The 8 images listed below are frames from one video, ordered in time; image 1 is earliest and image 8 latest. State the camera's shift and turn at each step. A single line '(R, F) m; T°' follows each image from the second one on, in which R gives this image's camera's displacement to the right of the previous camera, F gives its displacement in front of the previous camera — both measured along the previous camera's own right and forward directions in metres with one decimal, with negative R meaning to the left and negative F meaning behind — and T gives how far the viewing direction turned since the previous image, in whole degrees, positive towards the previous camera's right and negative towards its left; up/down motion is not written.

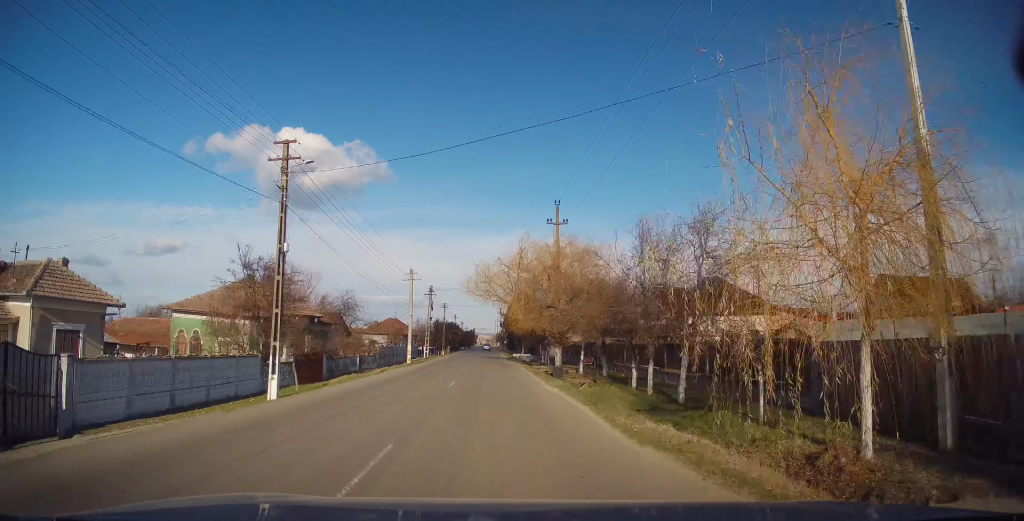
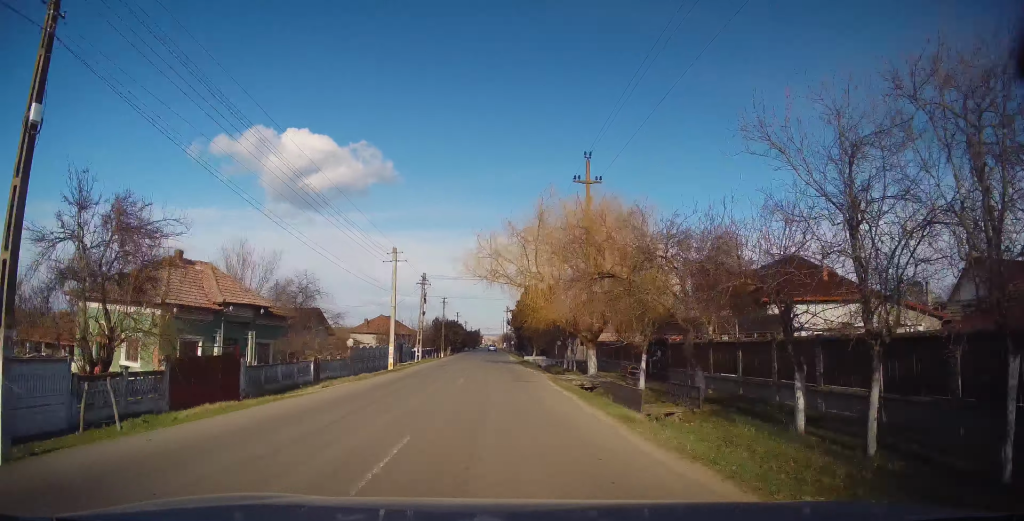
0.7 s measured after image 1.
(0.0, +10.6) m; 0°
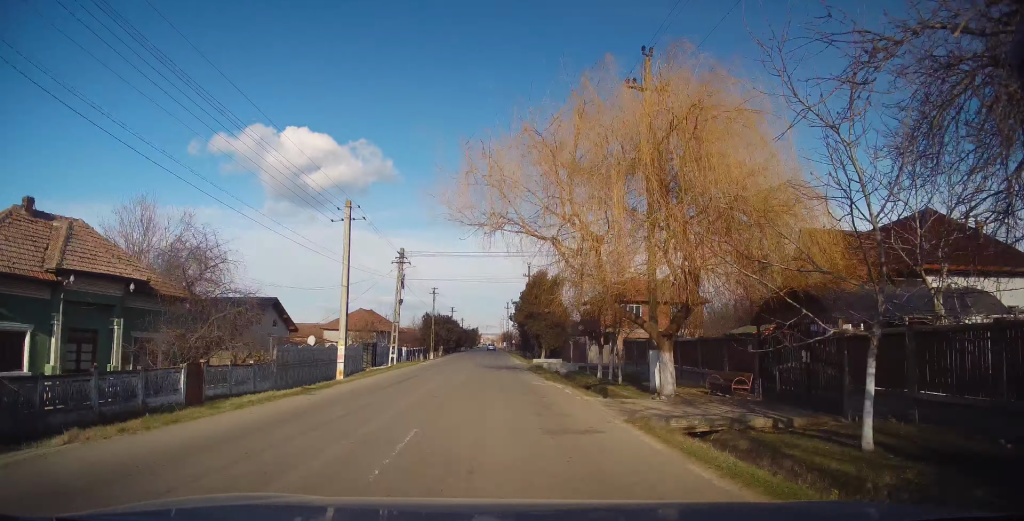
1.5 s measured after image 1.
(+0.1, +11.6) m; 0°
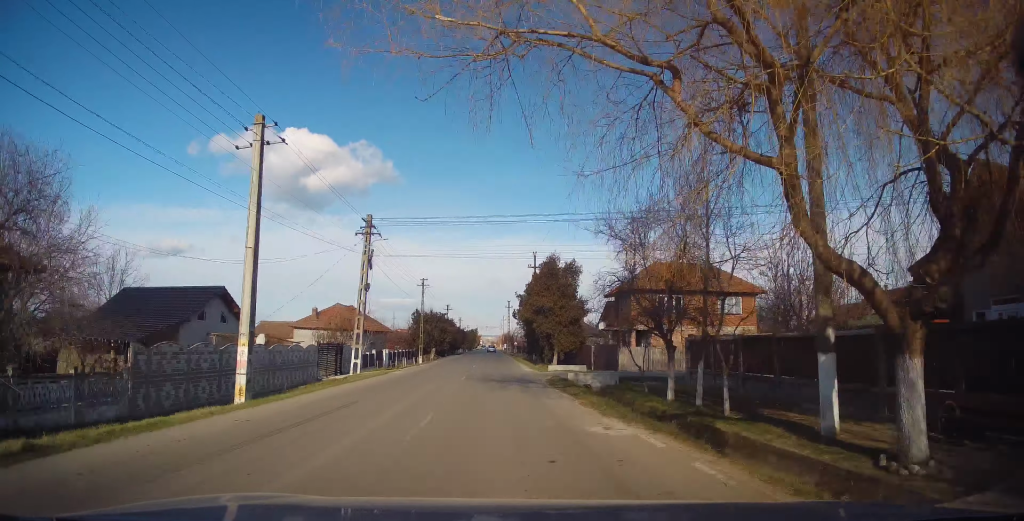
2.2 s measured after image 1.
(0.0, +9.8) m; 0°
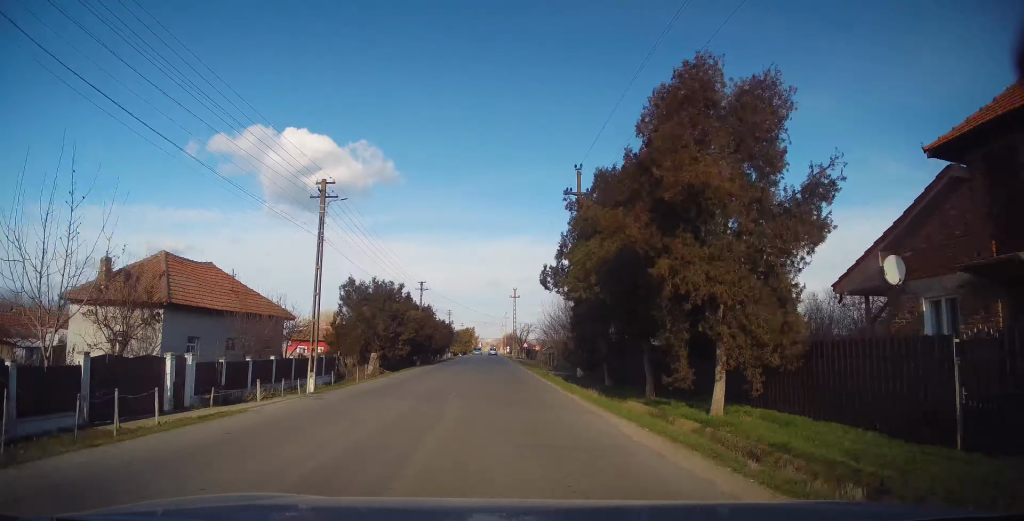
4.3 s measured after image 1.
(-0.2, +31.9) m; 0°
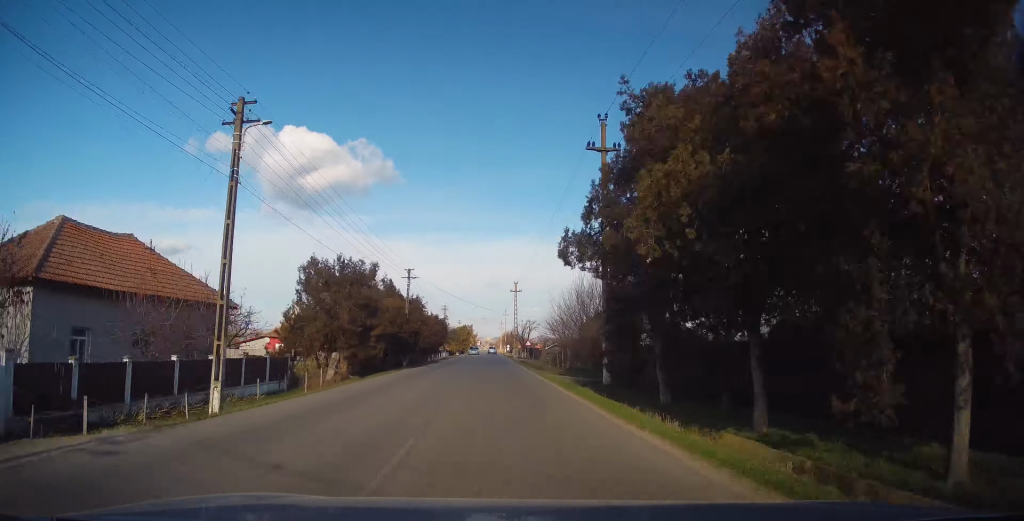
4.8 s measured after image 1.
(0.0, +7.2) m; 0°
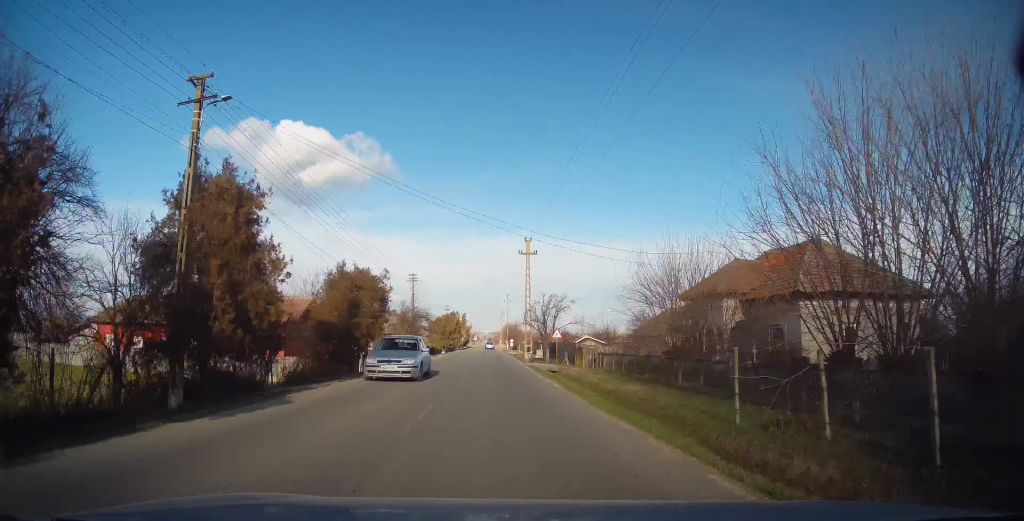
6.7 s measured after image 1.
(+0.4, +32.2) m; 0°
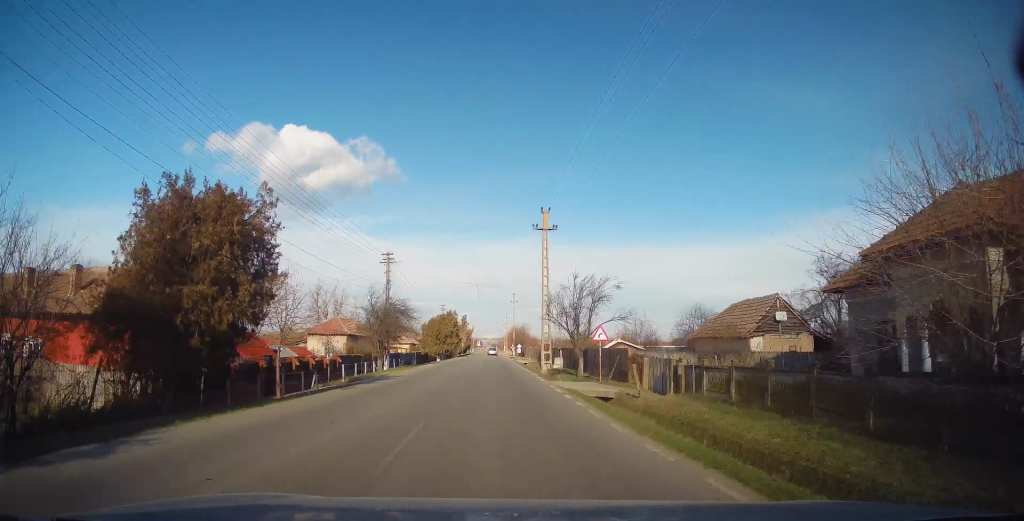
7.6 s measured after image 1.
(-0.3, +14.2) m; -1°
